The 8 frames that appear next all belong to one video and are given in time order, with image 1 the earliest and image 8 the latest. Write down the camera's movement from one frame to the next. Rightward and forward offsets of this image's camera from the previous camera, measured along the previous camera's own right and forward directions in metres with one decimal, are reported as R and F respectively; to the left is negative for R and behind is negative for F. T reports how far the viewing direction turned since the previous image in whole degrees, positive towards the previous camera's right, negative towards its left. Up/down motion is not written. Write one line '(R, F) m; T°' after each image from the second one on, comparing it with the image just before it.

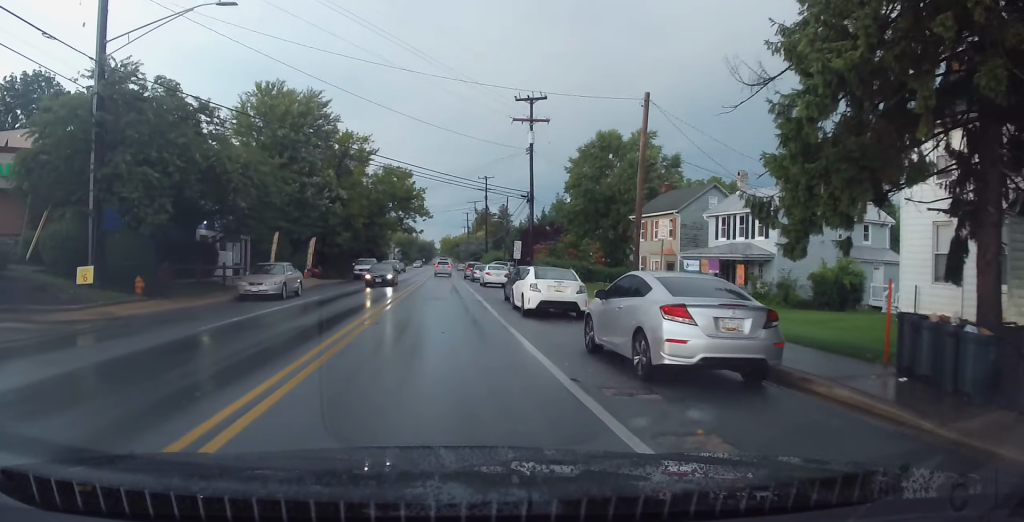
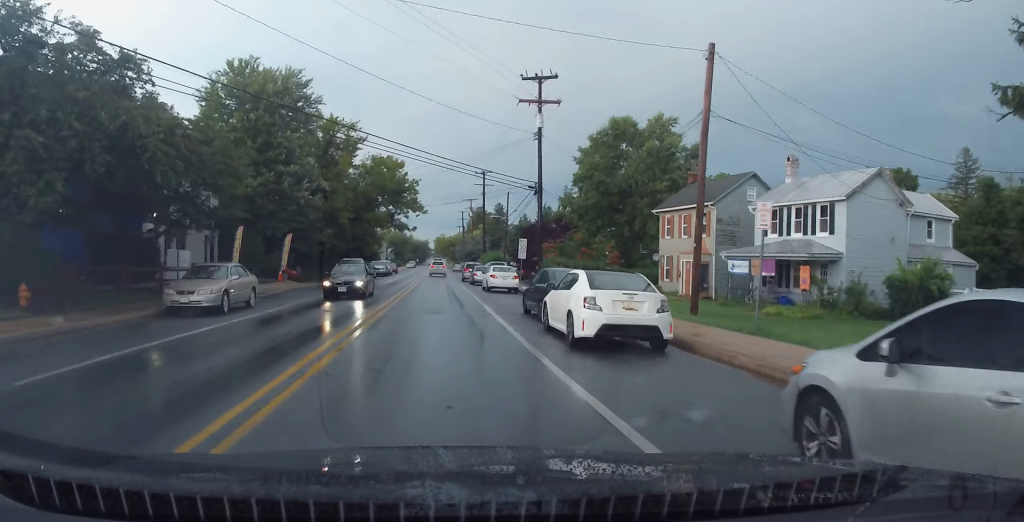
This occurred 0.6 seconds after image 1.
(+0.1, +6.4) m; +1°
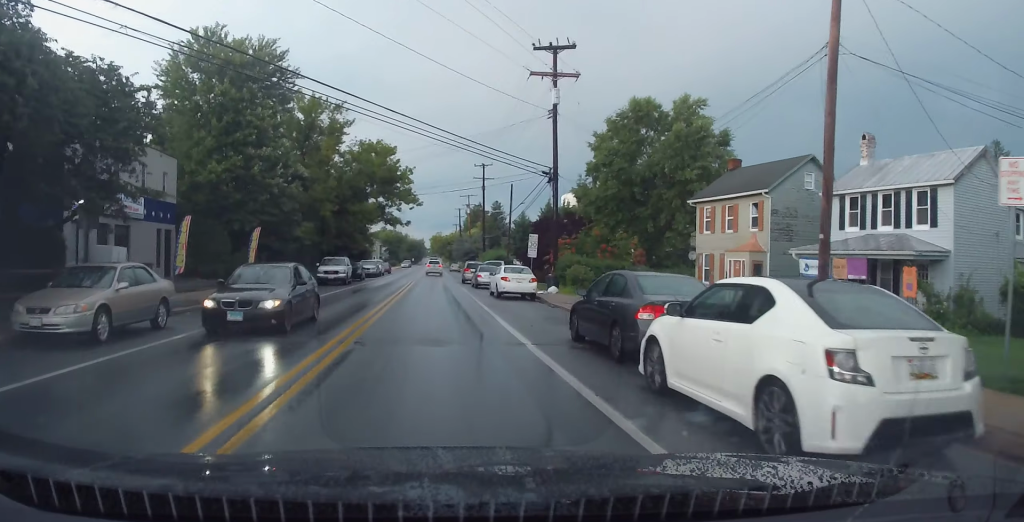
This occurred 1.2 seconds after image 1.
(0.0, +6.9) m; 0°
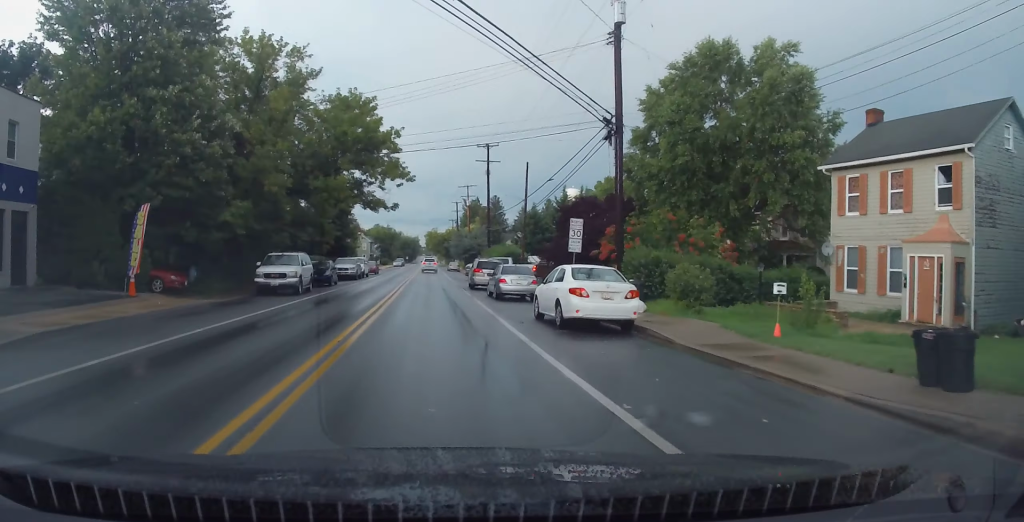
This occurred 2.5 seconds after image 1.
(0.0, +13.9) m; 0°
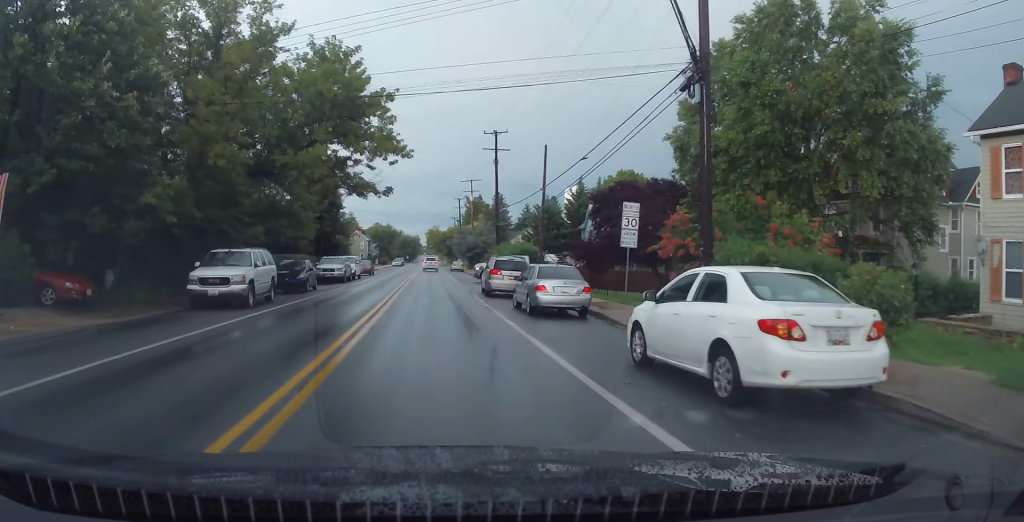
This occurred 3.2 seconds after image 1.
(0.0, +8.2) m; +2°
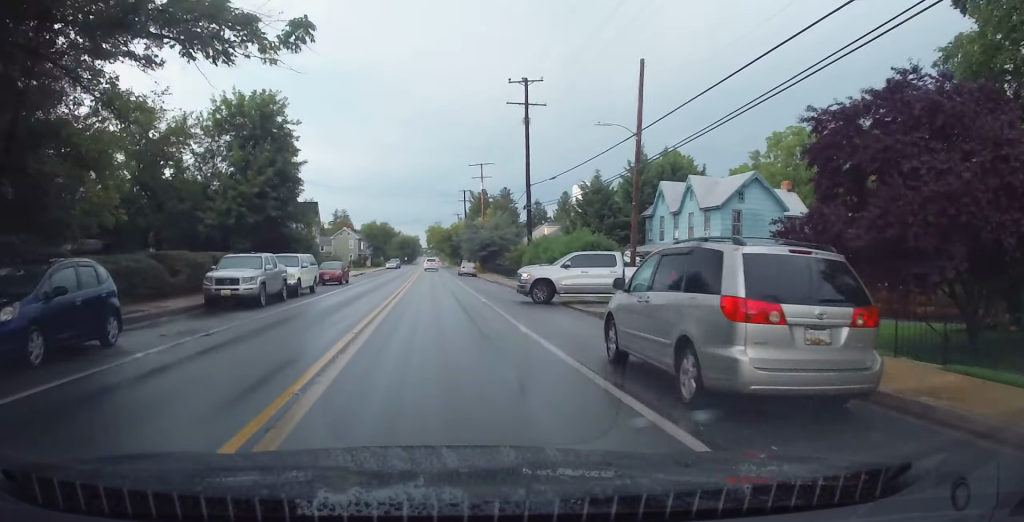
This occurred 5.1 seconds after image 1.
(+0.3, +21.6) m; 0°
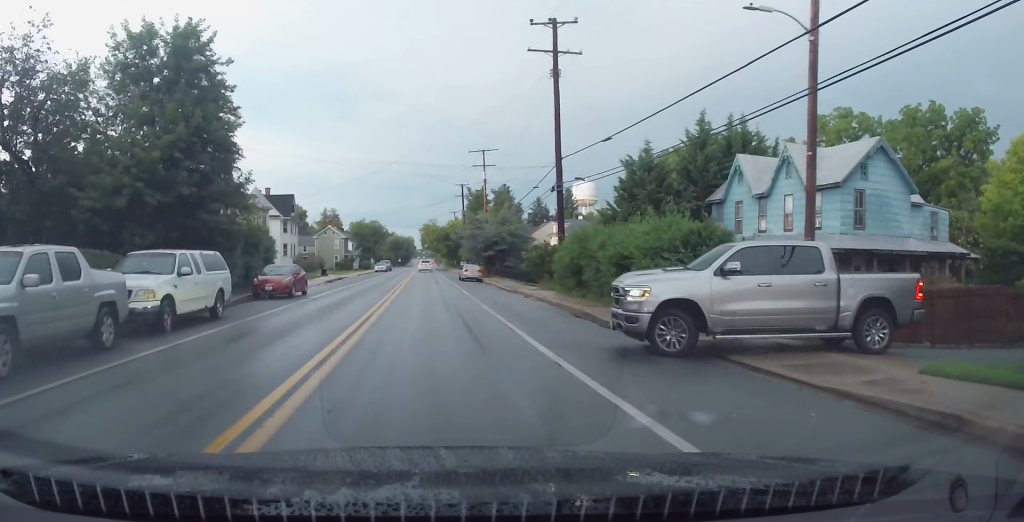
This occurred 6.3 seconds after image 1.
(+0.1, +13.5) m; 0°
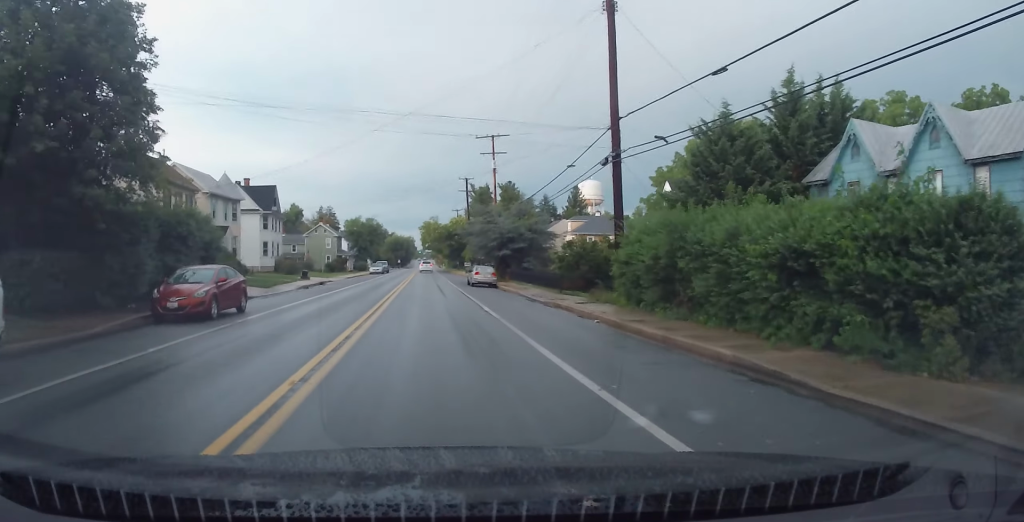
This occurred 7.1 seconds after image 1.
(-0.2, +10.7) m; 0°
